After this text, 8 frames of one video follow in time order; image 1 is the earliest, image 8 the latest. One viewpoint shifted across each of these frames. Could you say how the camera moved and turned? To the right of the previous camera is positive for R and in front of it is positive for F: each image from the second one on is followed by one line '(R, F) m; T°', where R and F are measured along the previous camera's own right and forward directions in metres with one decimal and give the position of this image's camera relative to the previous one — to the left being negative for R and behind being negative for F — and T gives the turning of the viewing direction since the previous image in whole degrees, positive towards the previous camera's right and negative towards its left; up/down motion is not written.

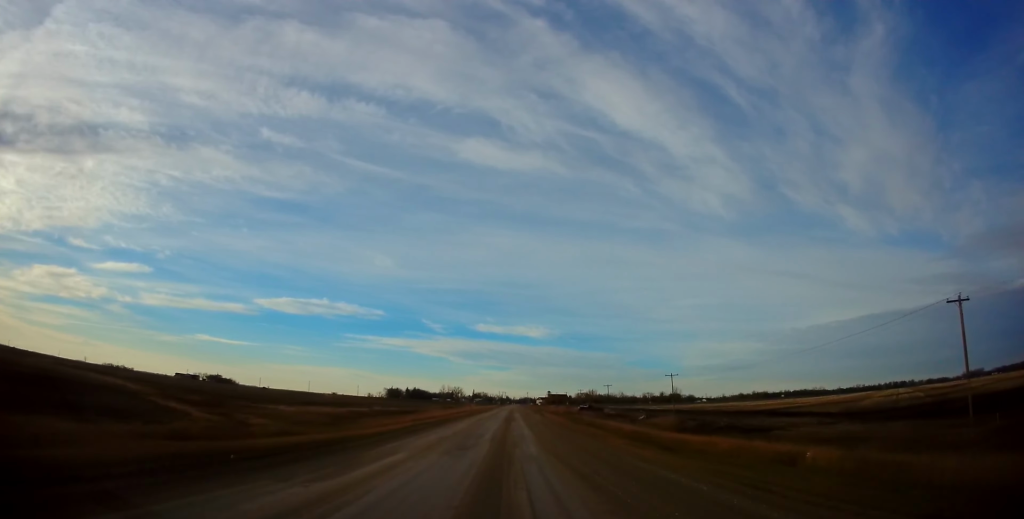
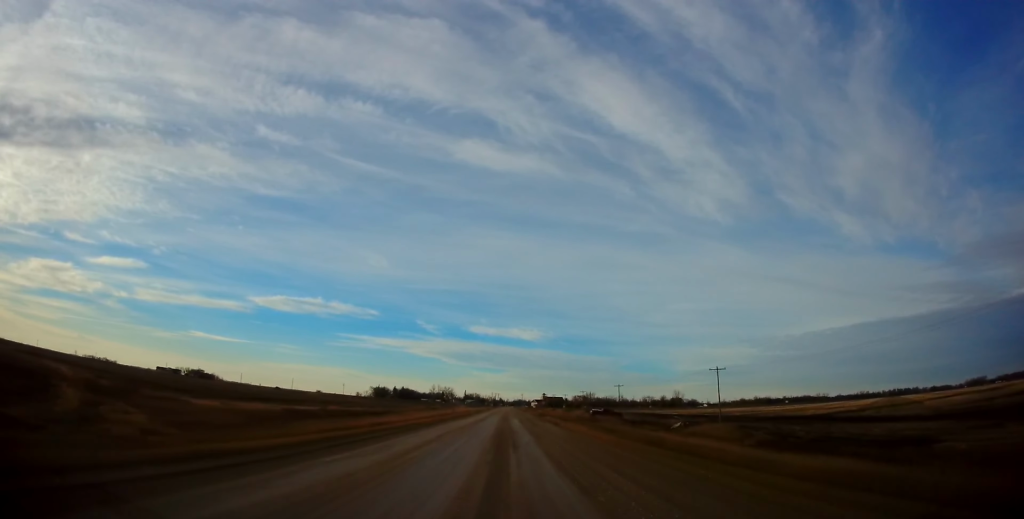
(-0.1, +26.1) m; 0°
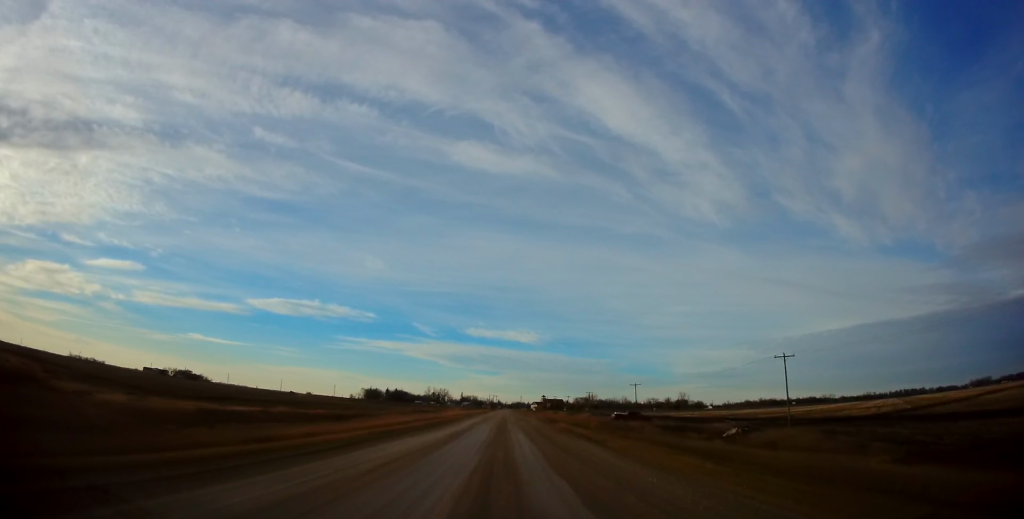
(+0.3, +20.4) m; +1°
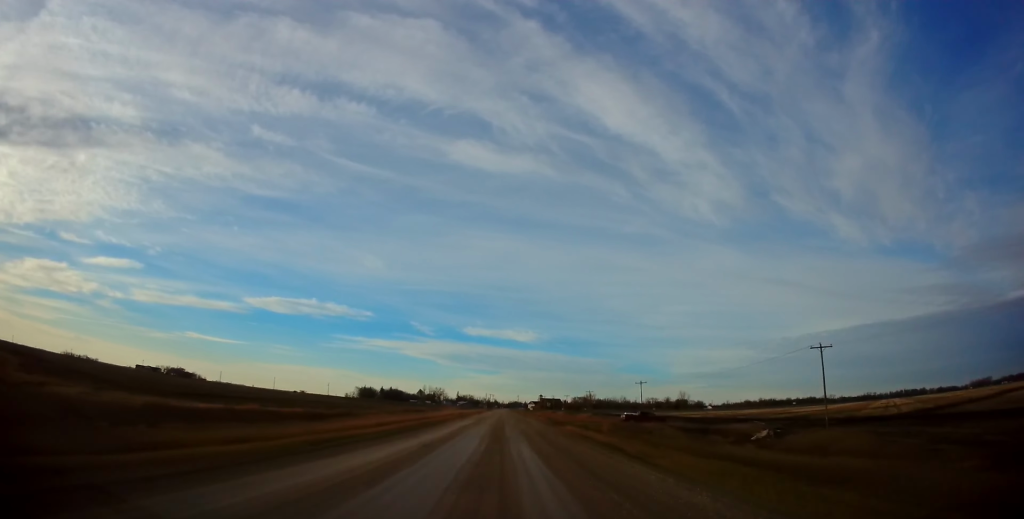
(0.0, +7.9) m; 0°
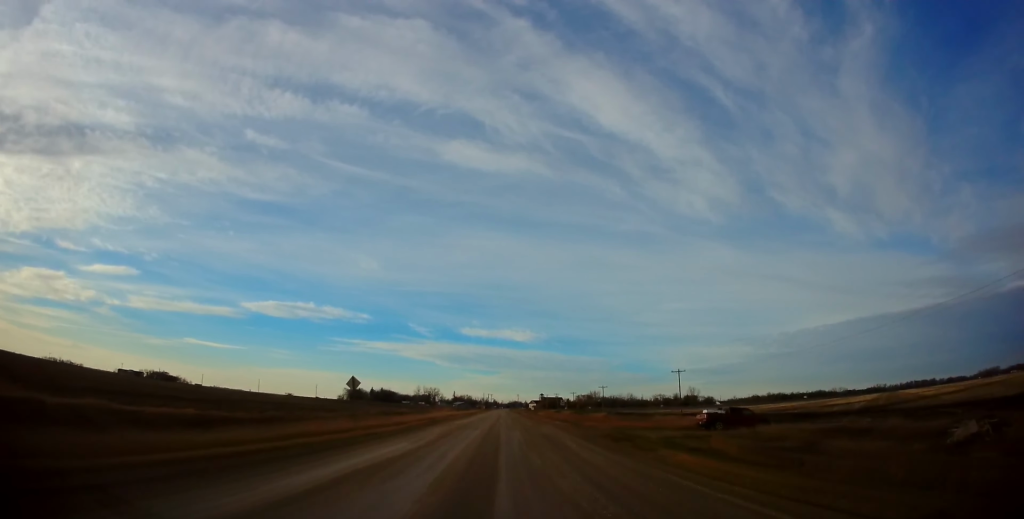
(-0.1, +25.6) m; 0°
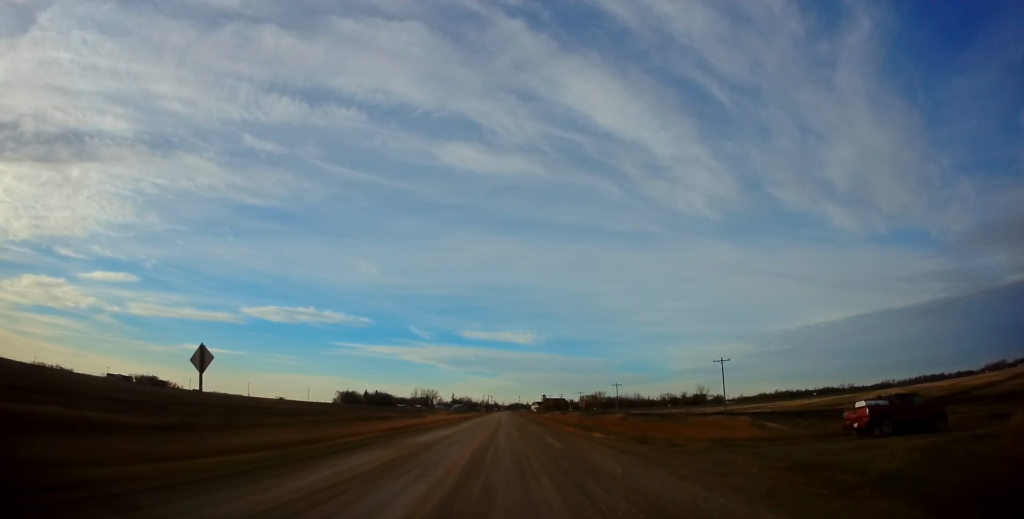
(0.0, +16.2) m; 0°
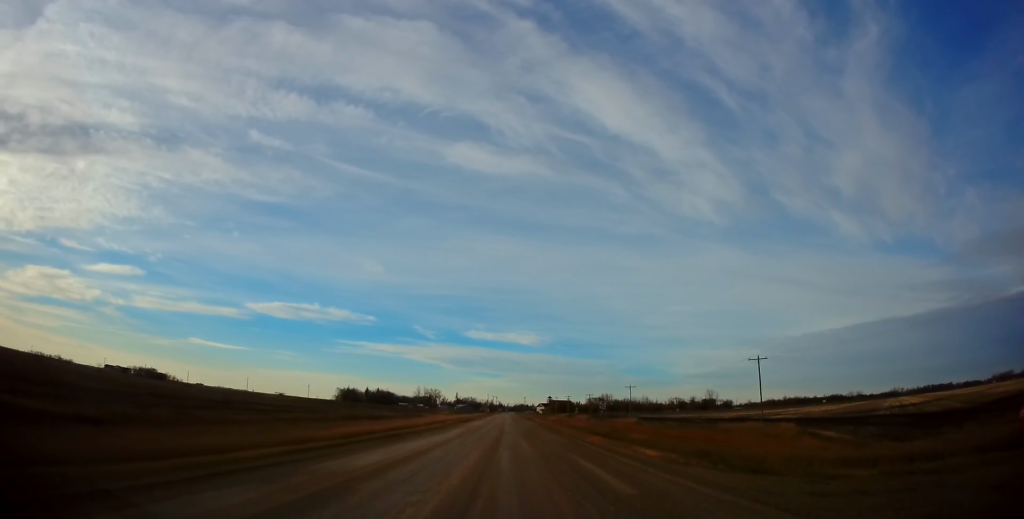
(0.0, +8.7) m; 0°
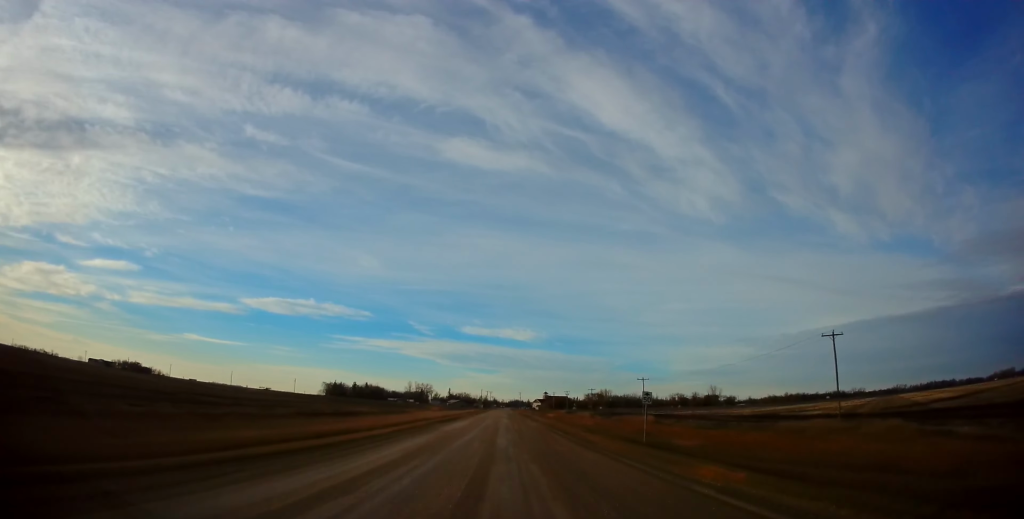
(0.0, +16.2) m; 0°
